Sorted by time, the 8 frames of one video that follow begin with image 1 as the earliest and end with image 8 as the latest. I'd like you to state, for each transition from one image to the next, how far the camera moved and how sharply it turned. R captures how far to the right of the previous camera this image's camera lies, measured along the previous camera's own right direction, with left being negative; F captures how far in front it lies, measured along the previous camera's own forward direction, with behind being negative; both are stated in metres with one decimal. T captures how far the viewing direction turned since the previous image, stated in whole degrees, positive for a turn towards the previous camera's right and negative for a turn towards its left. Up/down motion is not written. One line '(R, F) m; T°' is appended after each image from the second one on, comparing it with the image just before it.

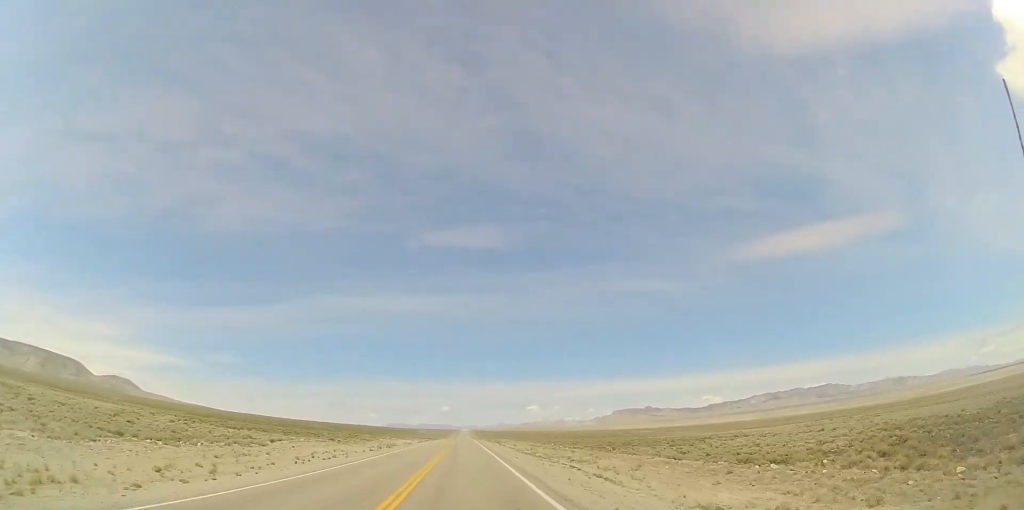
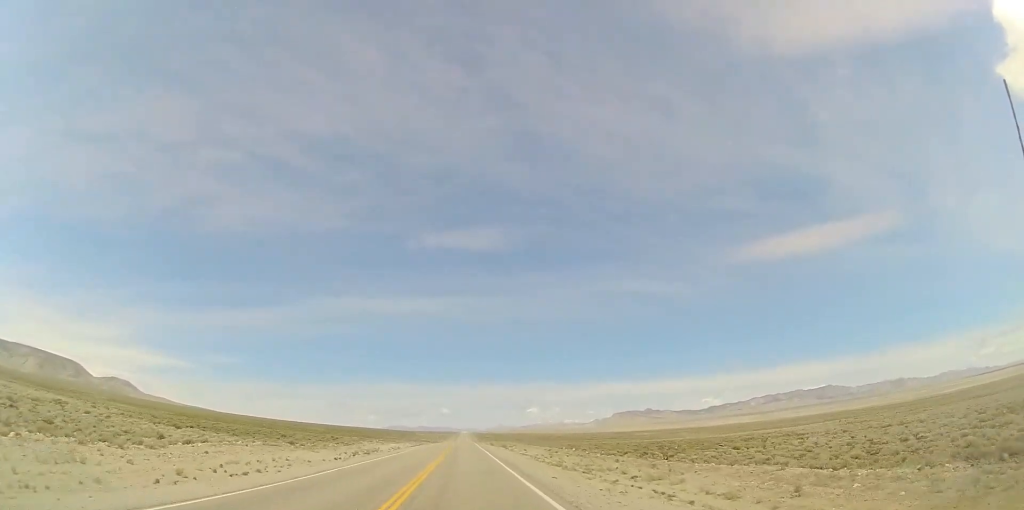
(-0.3, +14.3) m; 0°
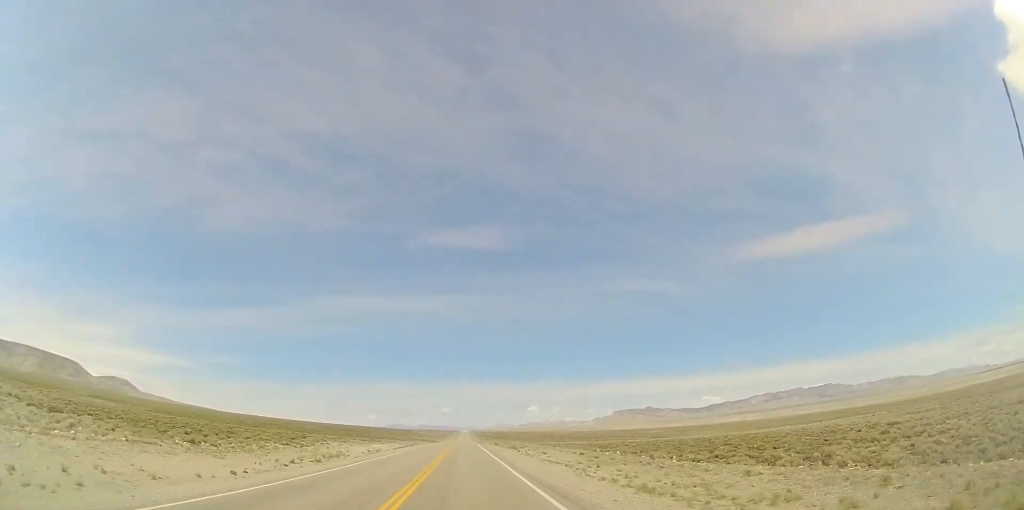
(-0.1, +17.3) m; 0°
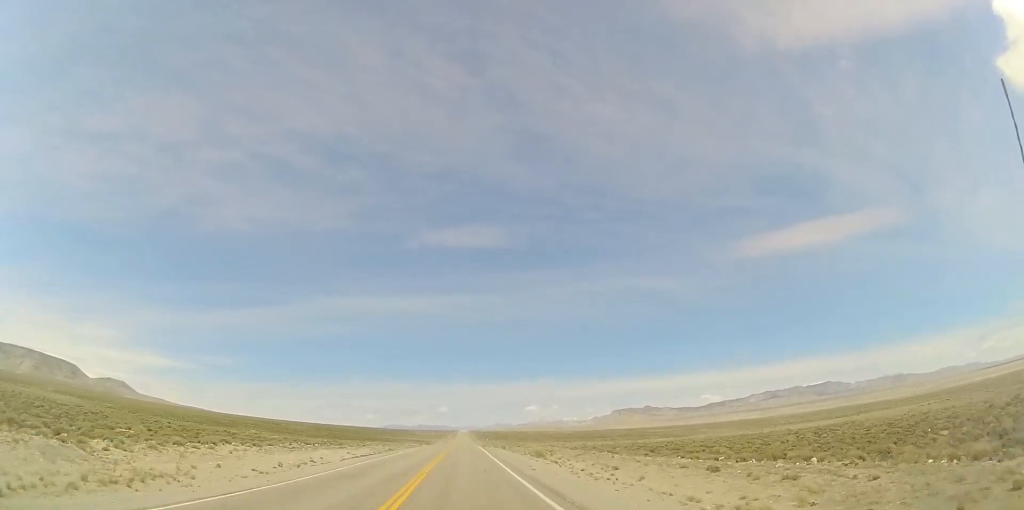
(+0.2, +25.5) m; +1°
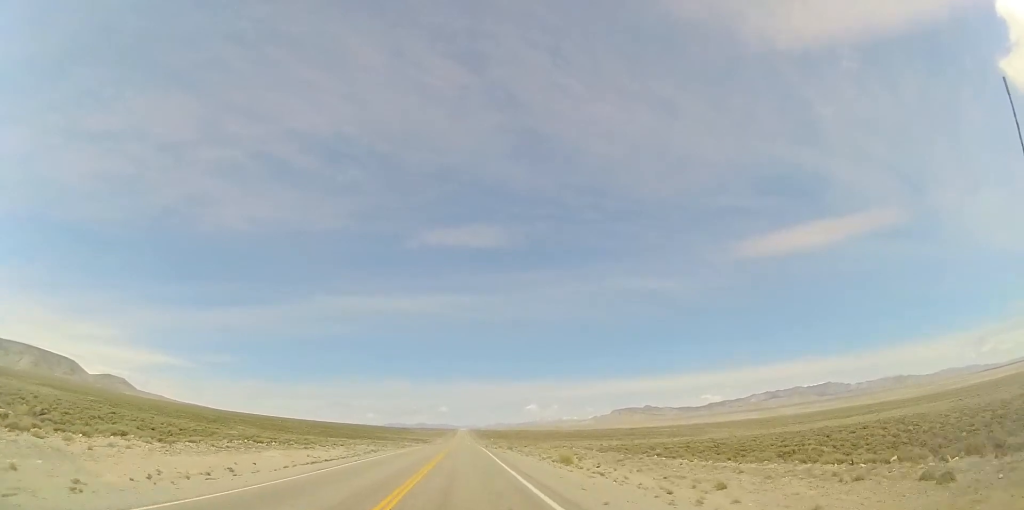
(+0.1, +12.3) m; 0°
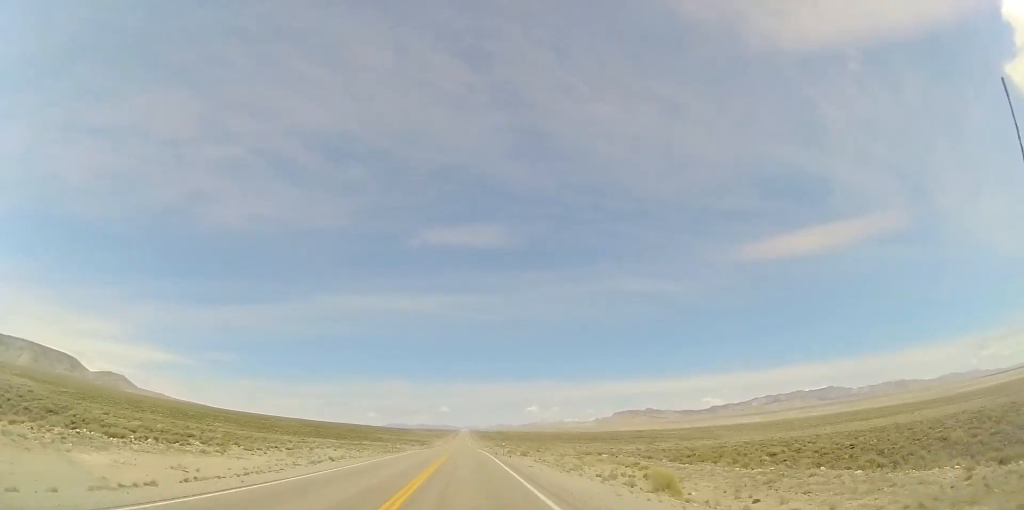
(+0.1, +17.4) m; 0°
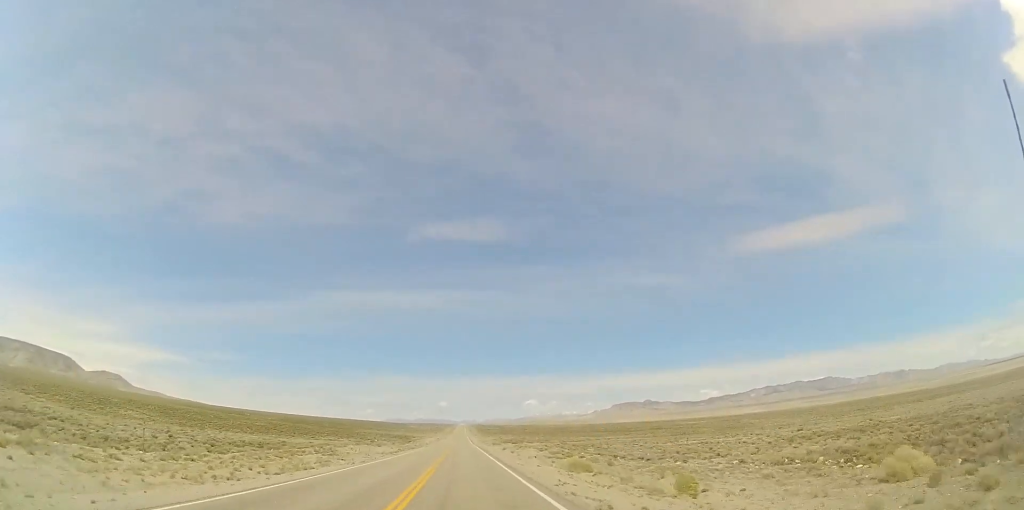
(-0.1, +46.1) m; 0°
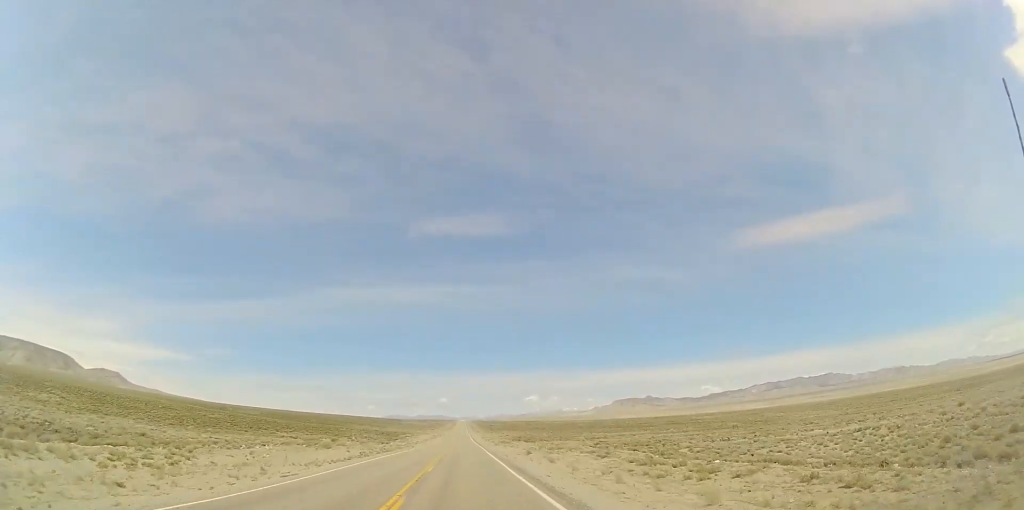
(-0.1, +30.0) m; 0°
